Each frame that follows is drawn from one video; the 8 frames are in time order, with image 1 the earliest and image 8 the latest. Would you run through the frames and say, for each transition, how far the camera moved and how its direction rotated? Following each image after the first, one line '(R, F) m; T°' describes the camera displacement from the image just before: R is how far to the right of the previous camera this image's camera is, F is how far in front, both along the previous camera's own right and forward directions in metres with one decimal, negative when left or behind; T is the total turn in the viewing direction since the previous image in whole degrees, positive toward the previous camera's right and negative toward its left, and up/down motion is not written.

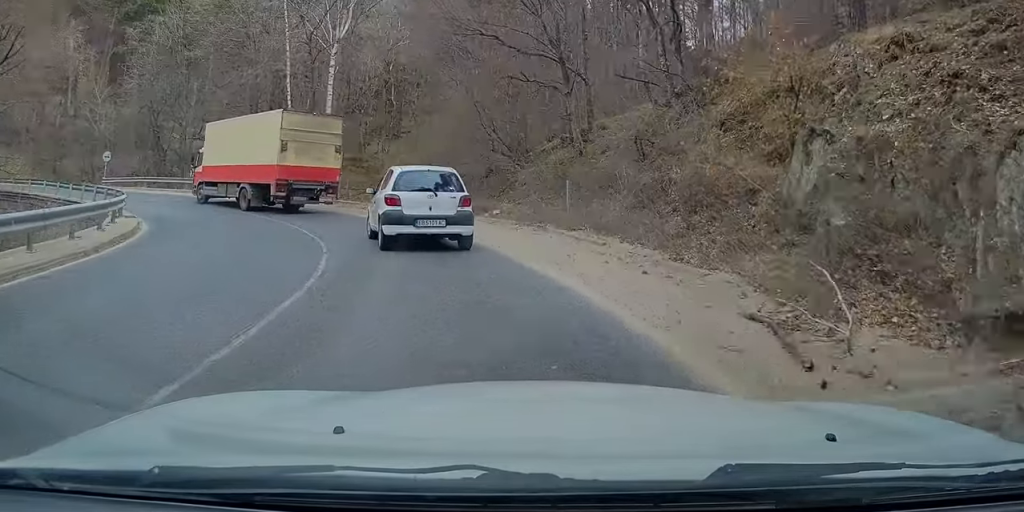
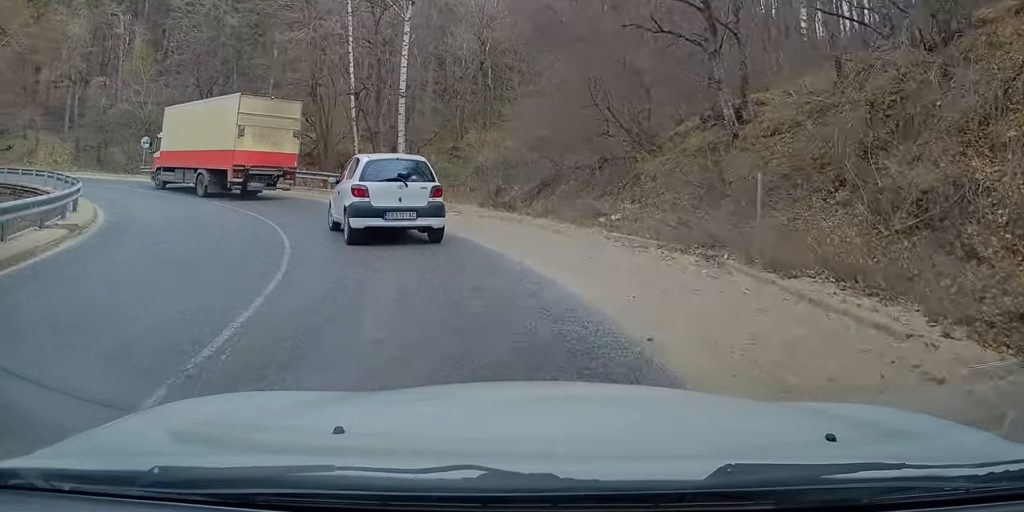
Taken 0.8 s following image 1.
(-0.7, +7.3) m; -9°
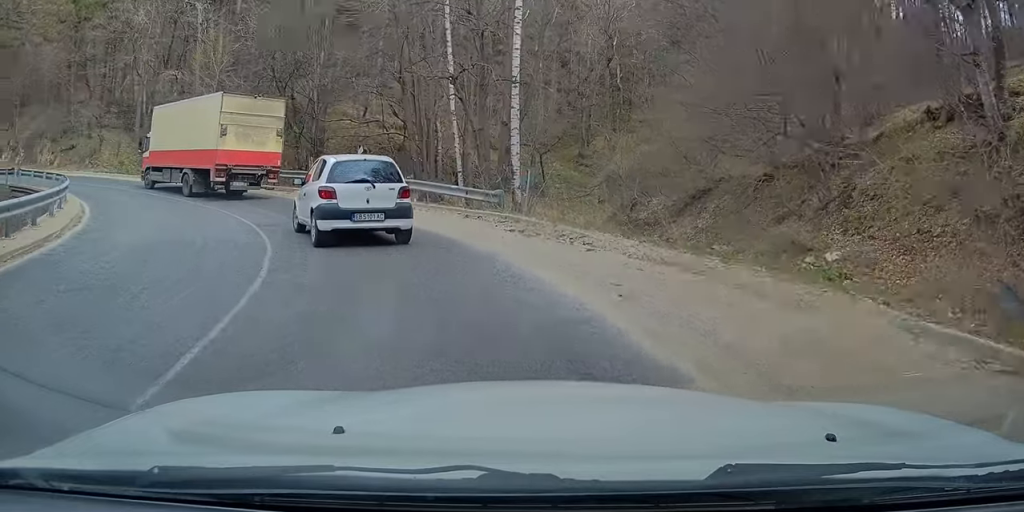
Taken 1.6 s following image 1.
(-0.5, +6.9) m; -8°
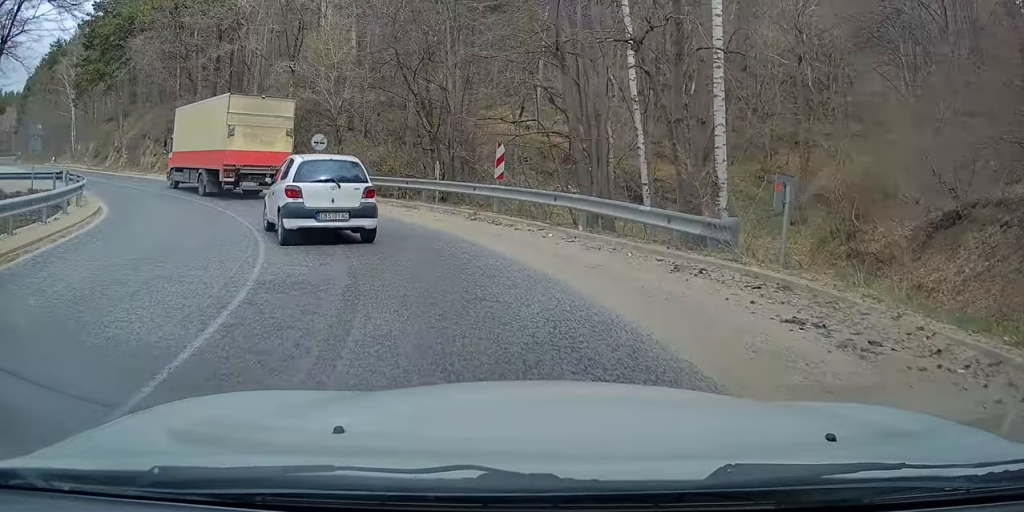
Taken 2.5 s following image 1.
(-0.6, +8.1) m; -7°
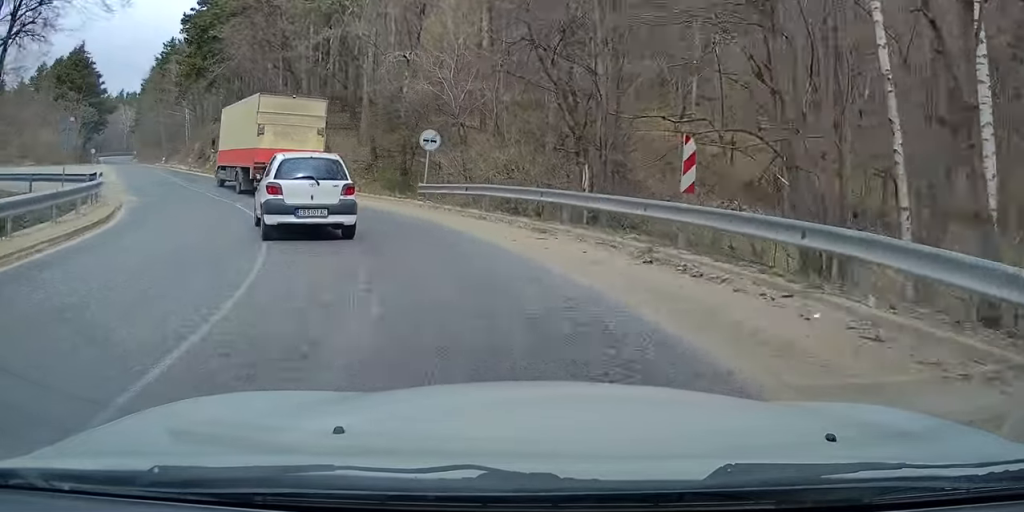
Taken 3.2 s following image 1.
(-0.3, +6.9) m; -5°
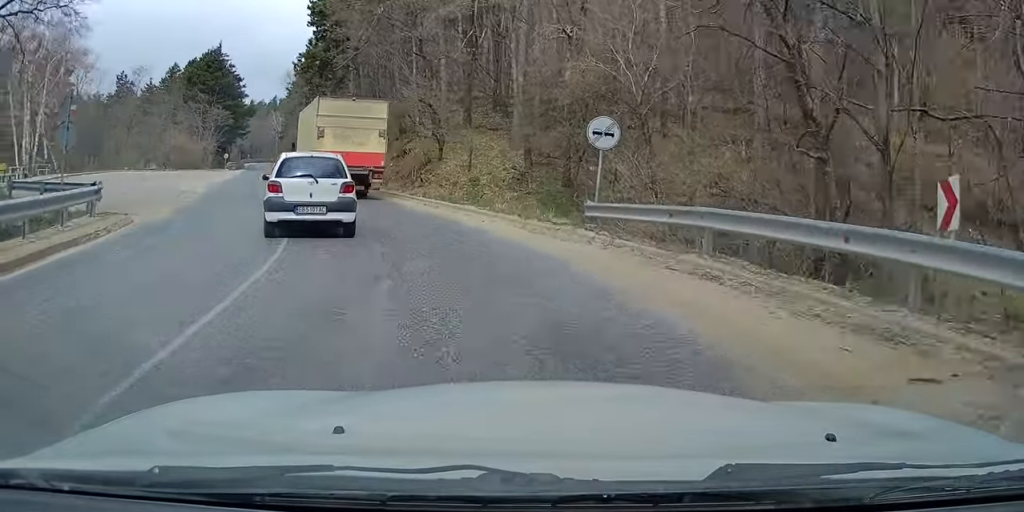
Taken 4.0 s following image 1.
(+0.2, +8.6) m; -8°
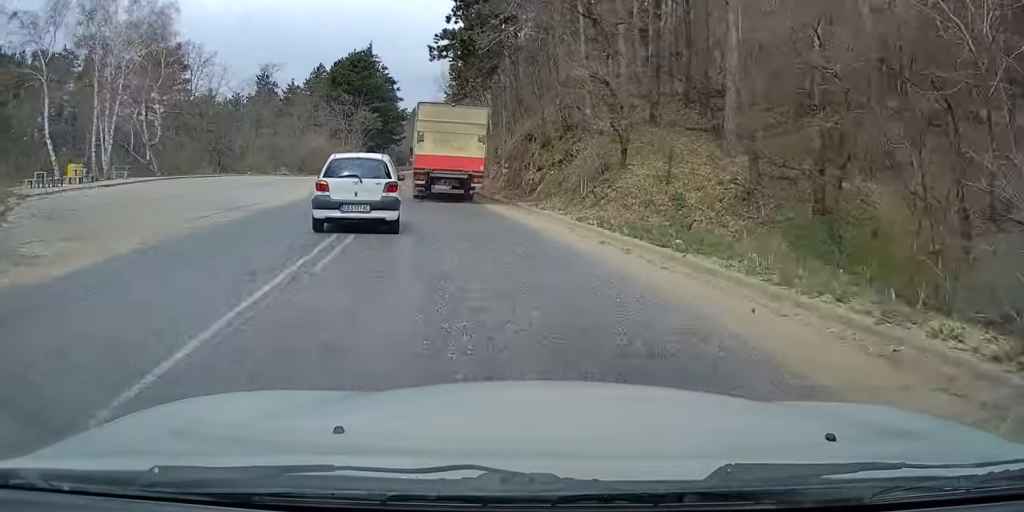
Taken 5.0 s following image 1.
(-1.8, +11.0) m; -19°
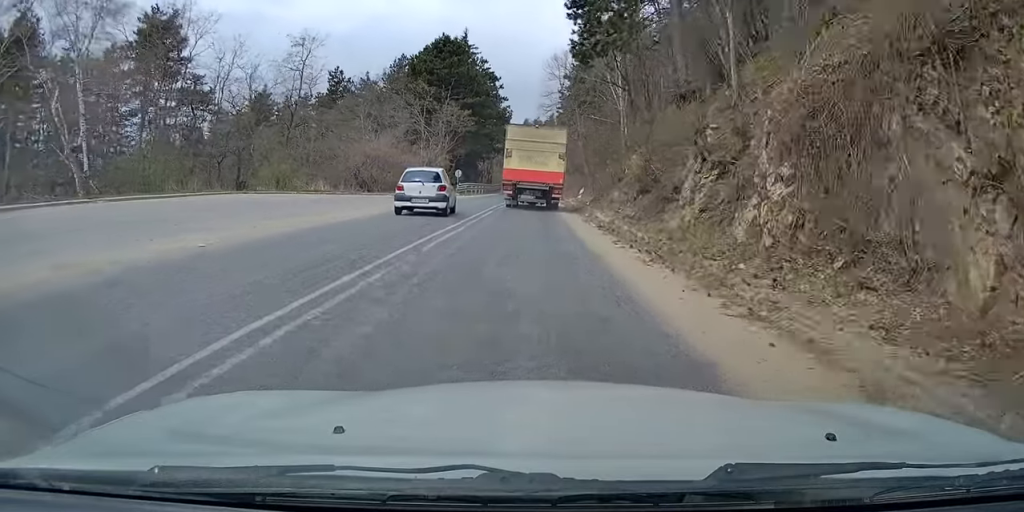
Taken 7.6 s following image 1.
(-0.4, +29.1) m; +7°
